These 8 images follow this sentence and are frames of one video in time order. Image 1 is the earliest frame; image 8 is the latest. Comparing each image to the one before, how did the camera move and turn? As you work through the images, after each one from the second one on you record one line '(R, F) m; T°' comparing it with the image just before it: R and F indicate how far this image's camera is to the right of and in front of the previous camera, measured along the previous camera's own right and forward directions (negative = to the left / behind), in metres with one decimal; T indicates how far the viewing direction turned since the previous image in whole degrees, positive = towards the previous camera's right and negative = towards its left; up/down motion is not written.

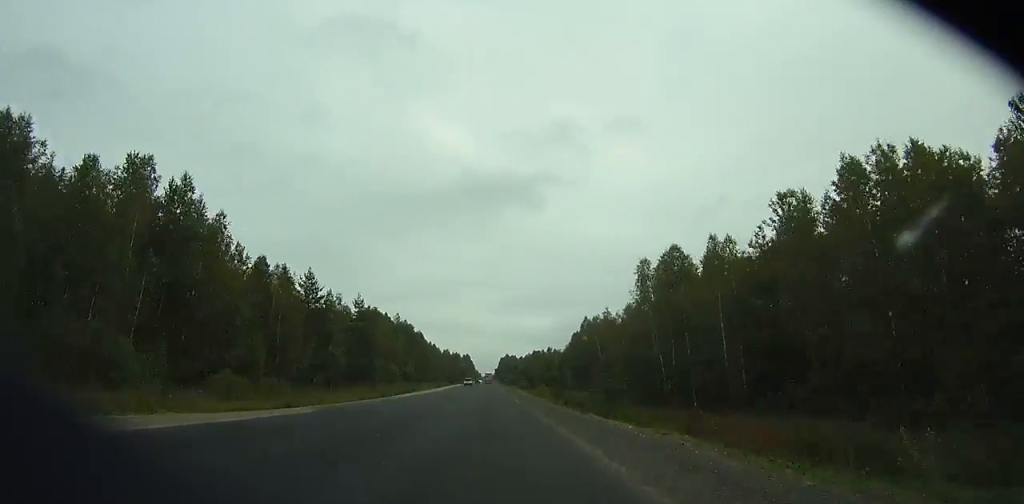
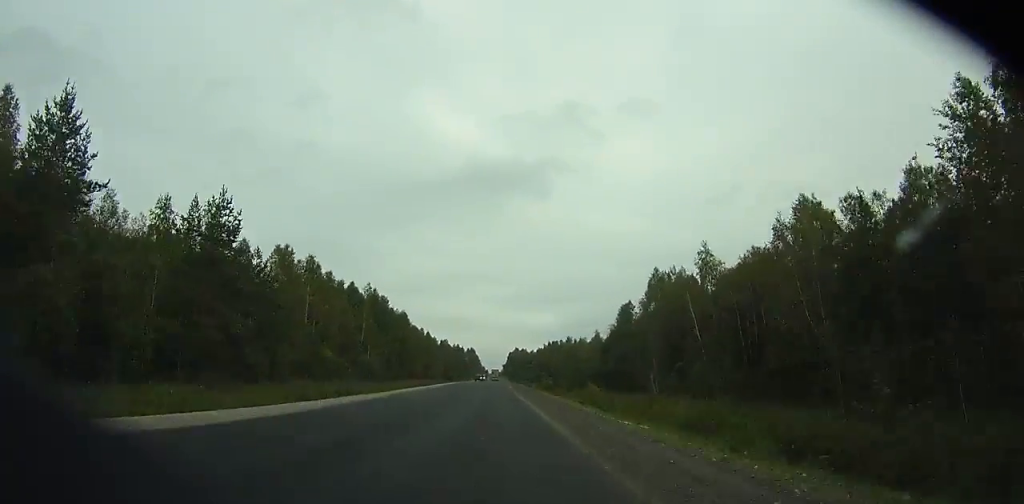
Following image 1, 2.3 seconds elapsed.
(0.0, +56.4) m; 0°
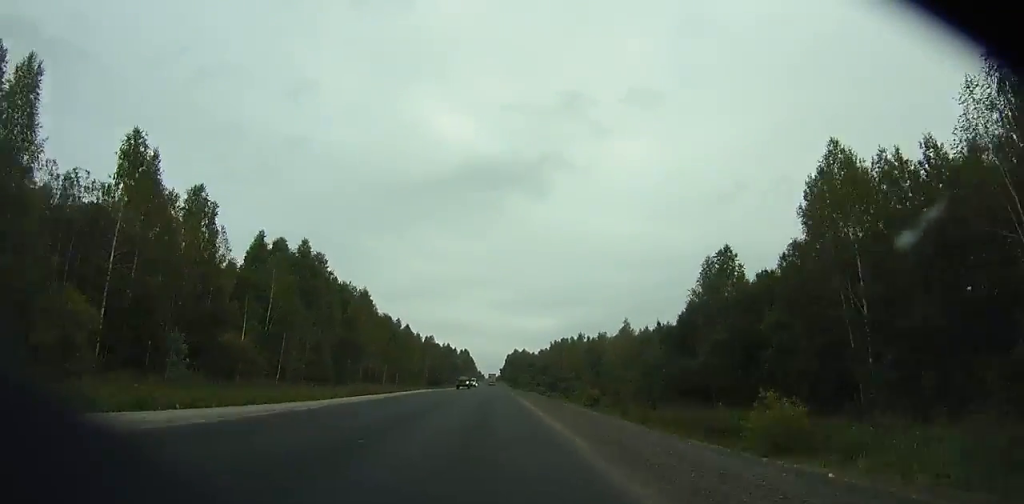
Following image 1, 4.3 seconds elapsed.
(0.0, +48.8) m; 0°
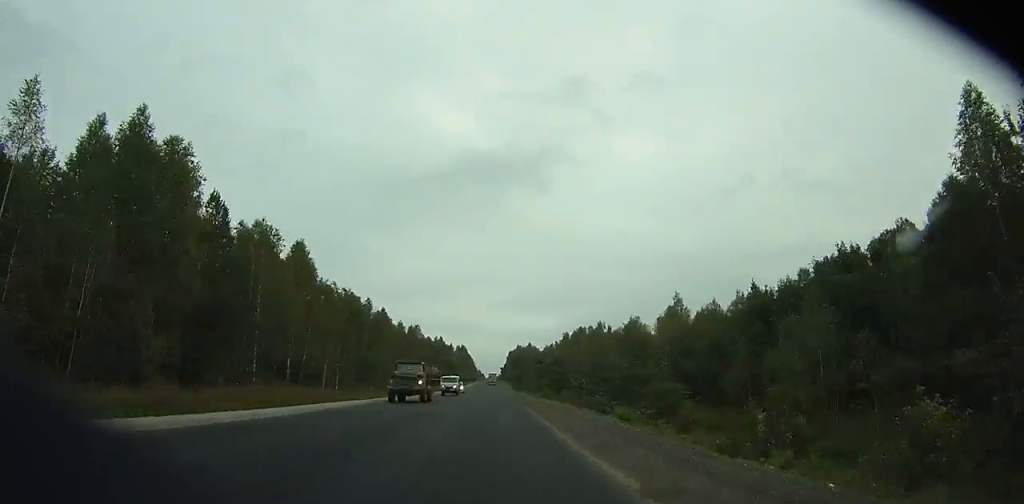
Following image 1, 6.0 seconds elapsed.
(0.0, +41.4) m; 0°
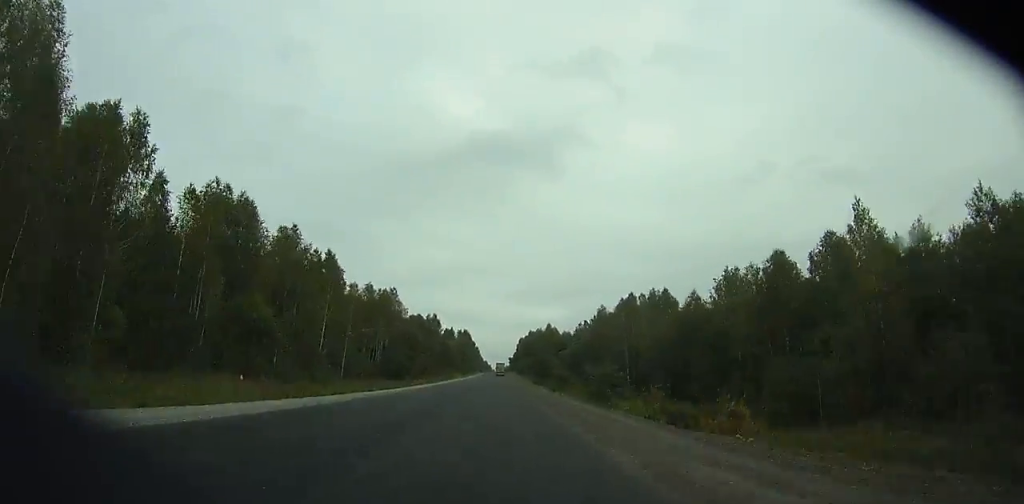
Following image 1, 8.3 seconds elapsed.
(0.0, +56.2) m; 0°
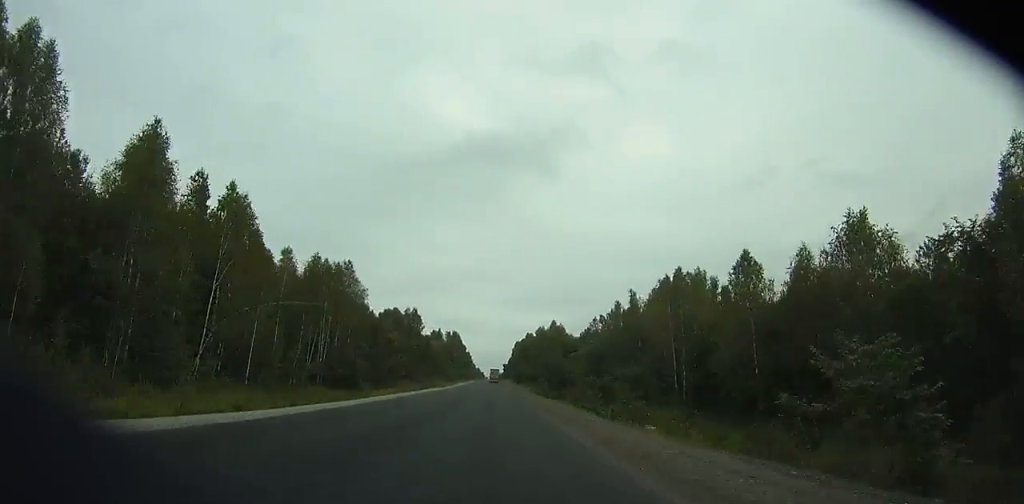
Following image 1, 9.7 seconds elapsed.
(0.0, +34.2) m; 0°
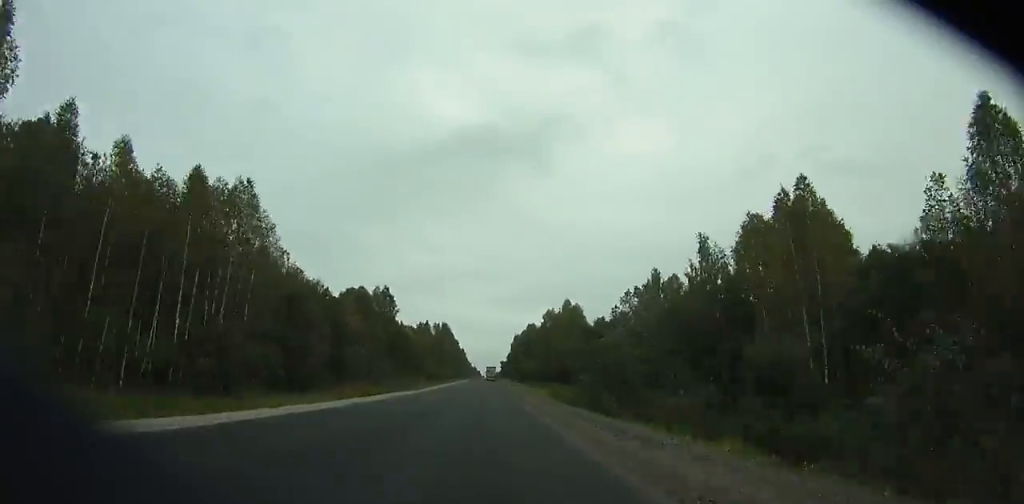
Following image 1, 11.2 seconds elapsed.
(+0.1, +36.7) m; 0°
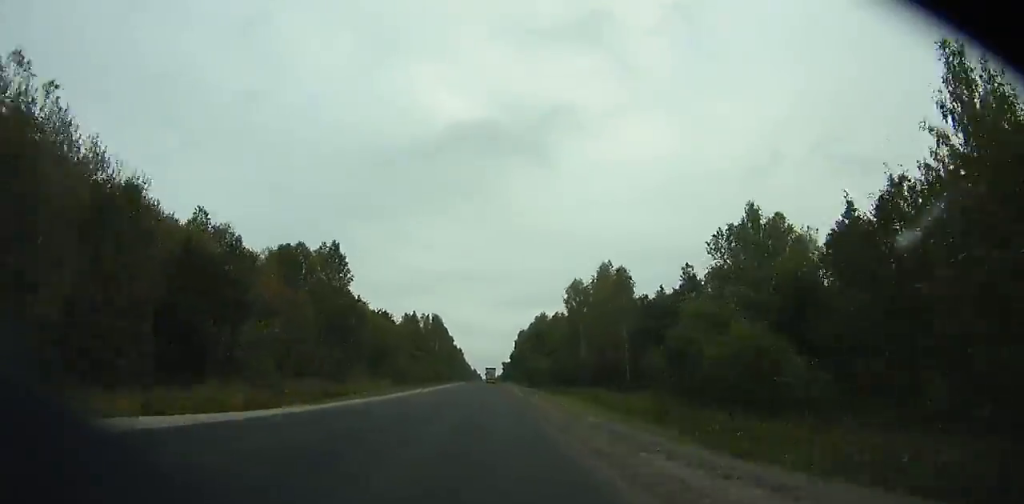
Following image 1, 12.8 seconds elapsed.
(0.0, +39.3) m; 0°
